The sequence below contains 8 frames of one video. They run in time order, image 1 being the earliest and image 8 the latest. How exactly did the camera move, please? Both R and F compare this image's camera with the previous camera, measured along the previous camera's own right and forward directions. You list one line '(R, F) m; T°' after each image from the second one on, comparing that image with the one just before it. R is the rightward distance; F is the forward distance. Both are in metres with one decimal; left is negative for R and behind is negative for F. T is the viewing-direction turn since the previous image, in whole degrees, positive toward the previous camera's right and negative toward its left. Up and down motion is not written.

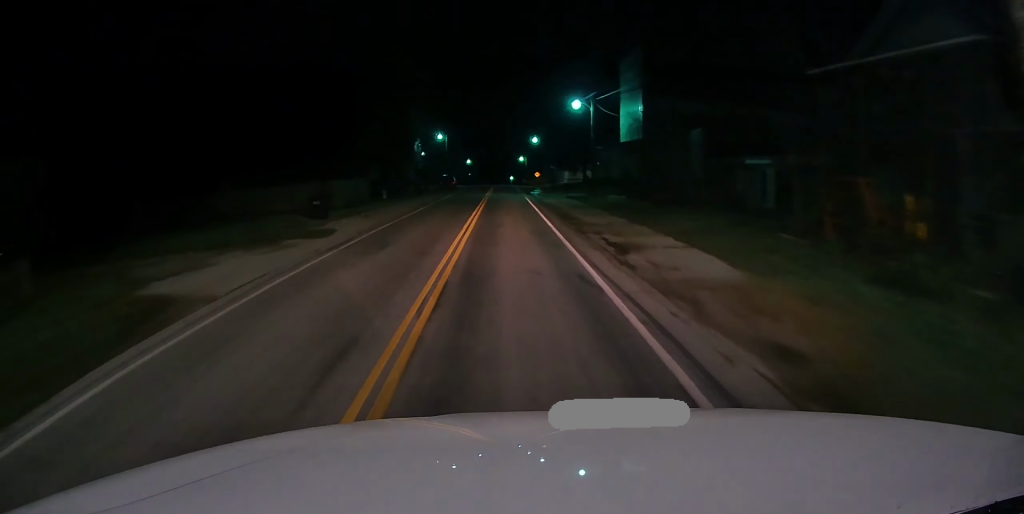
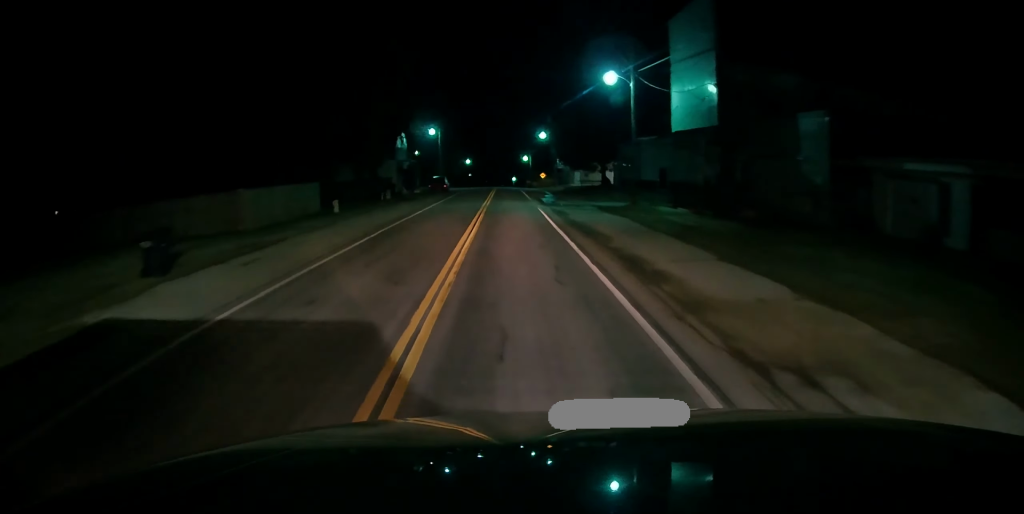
(+0.3, +14.2) m; +2°
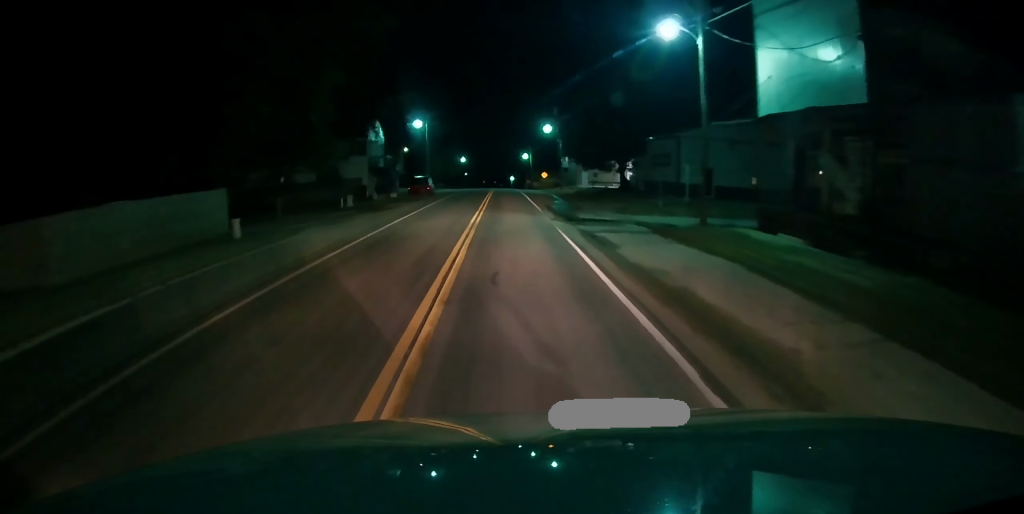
(+0.2, +12.6) m; -1°
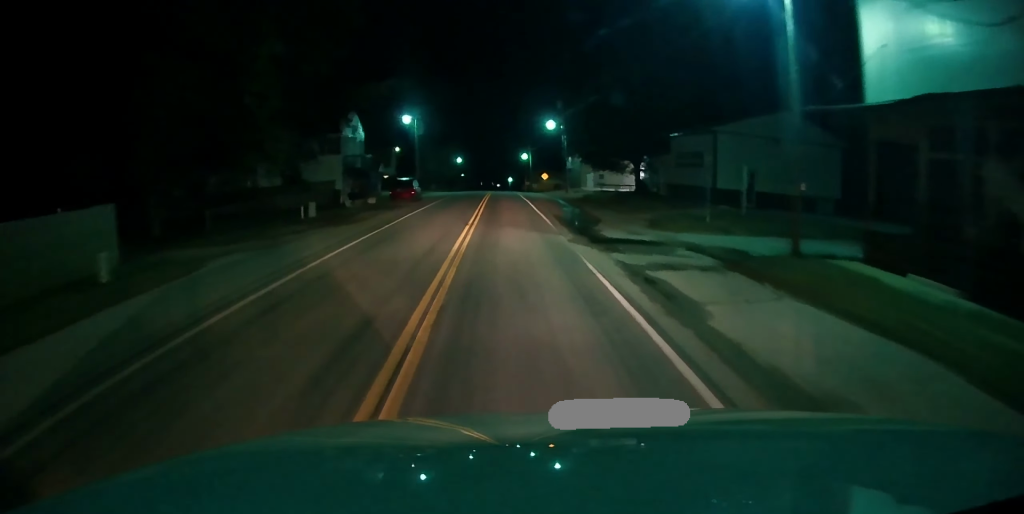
(-0.3, +7.8) m; -2°
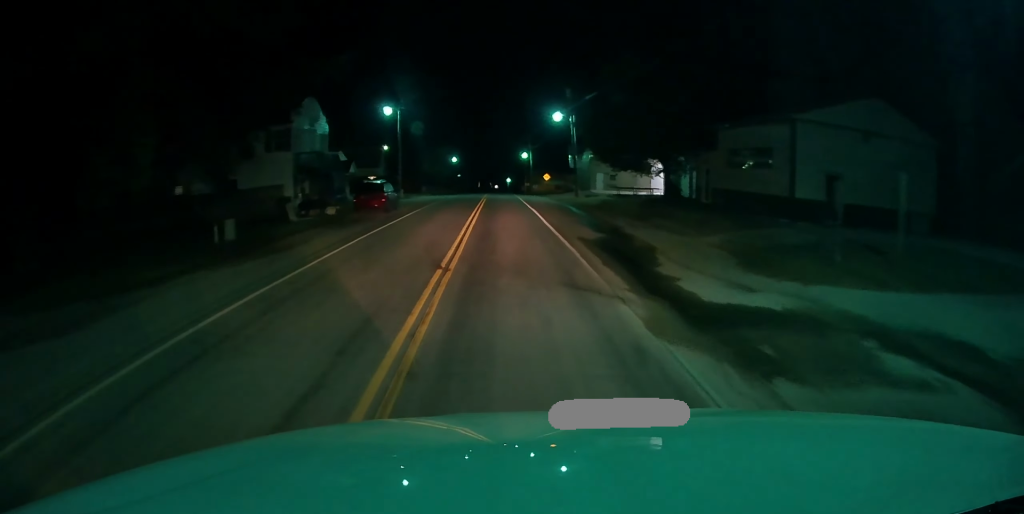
(0.0, +10.1) m; 0°
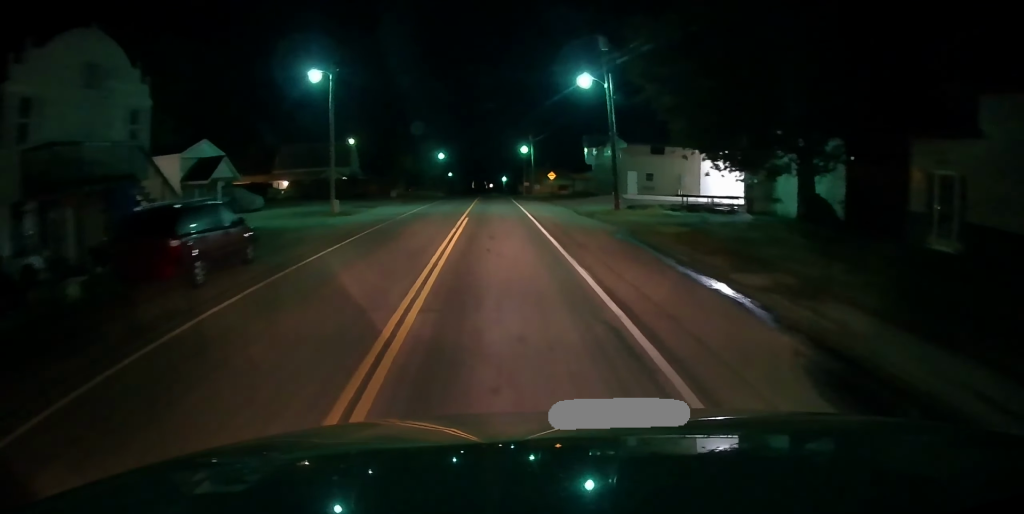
(+0.4, +22.9) m; +2°
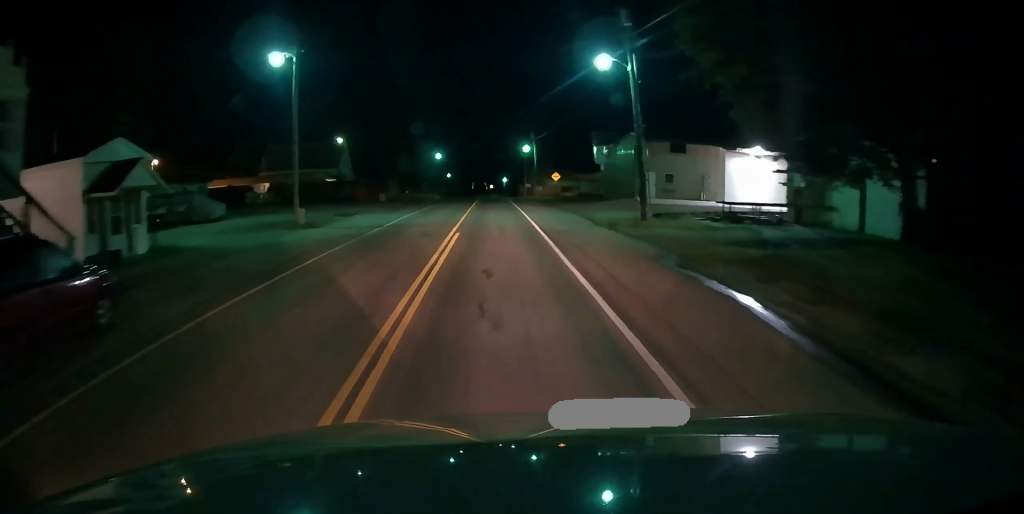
(0.0, +7.1) m; 0°
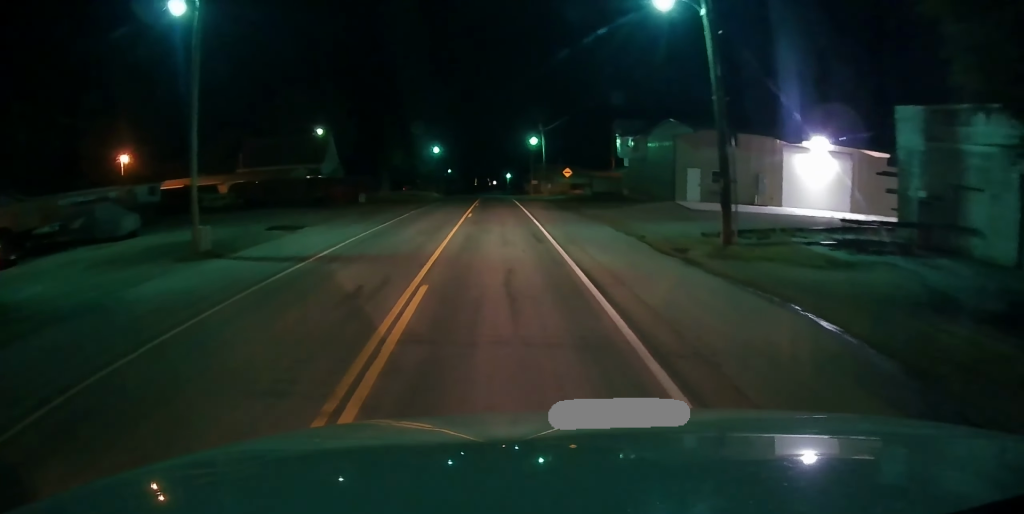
(-0.1, +11.0) m; +1°
